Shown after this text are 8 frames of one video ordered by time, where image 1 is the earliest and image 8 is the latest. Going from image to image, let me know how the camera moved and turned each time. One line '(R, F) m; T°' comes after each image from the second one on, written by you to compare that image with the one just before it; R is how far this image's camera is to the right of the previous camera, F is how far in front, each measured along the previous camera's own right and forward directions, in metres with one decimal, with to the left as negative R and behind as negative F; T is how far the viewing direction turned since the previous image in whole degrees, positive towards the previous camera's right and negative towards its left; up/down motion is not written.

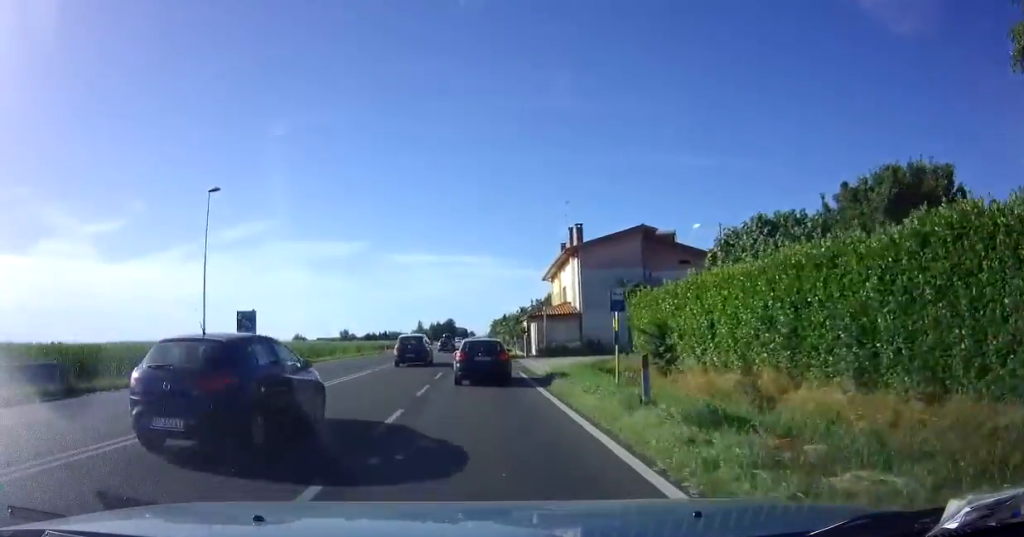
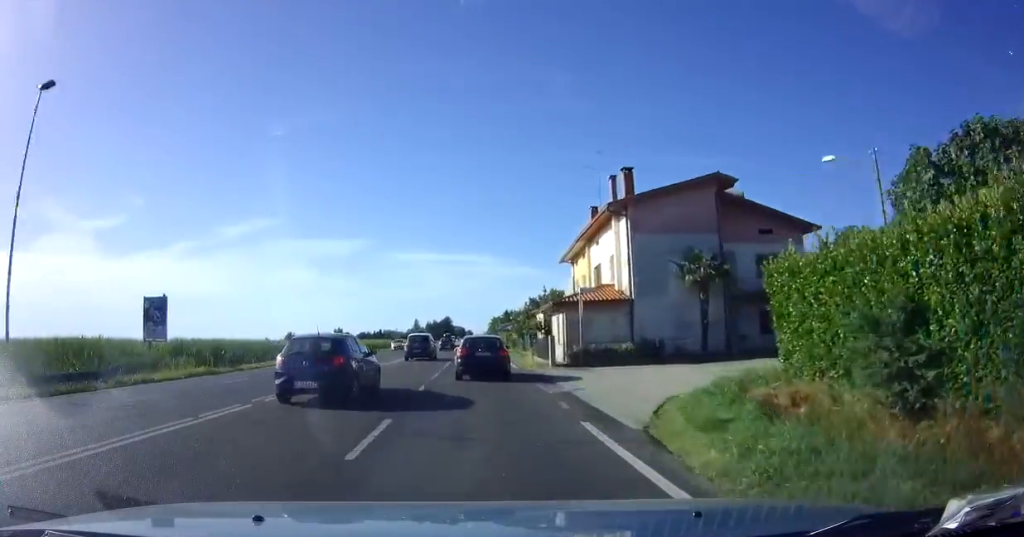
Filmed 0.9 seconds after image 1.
(+0.1, +13.2) m; 0°
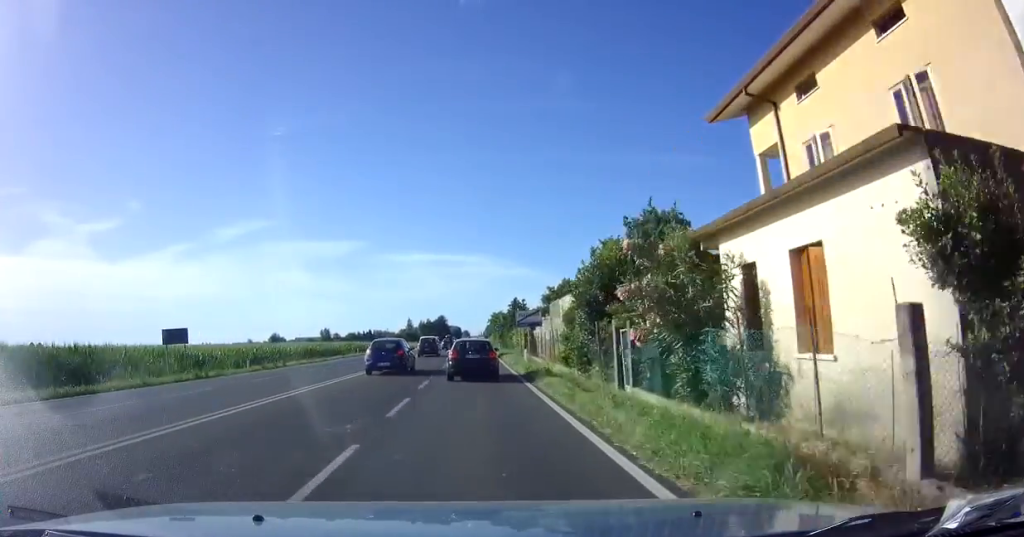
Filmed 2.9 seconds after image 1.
(+0.1, +31.1) m; 0°
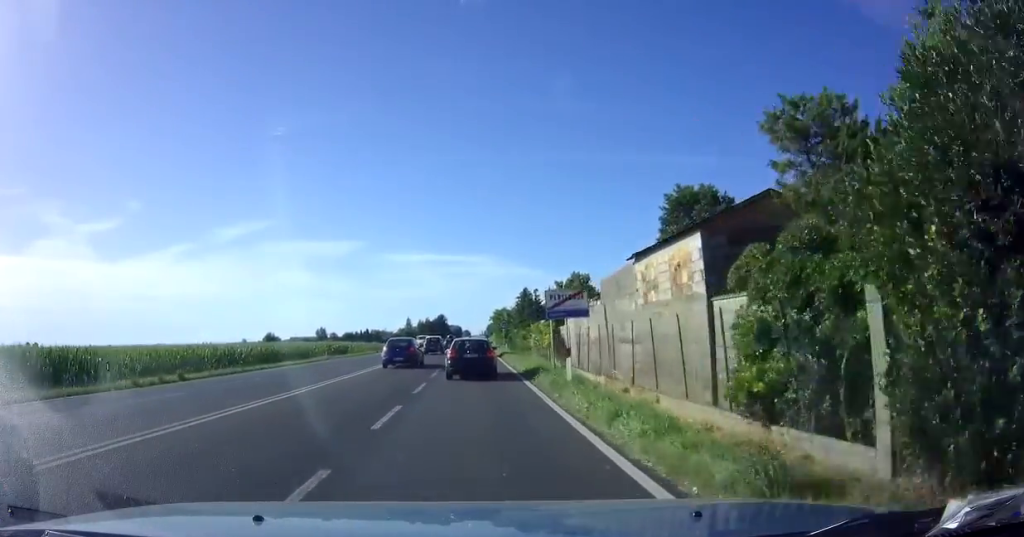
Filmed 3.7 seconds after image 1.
(0.0, +12.9) m; 0°
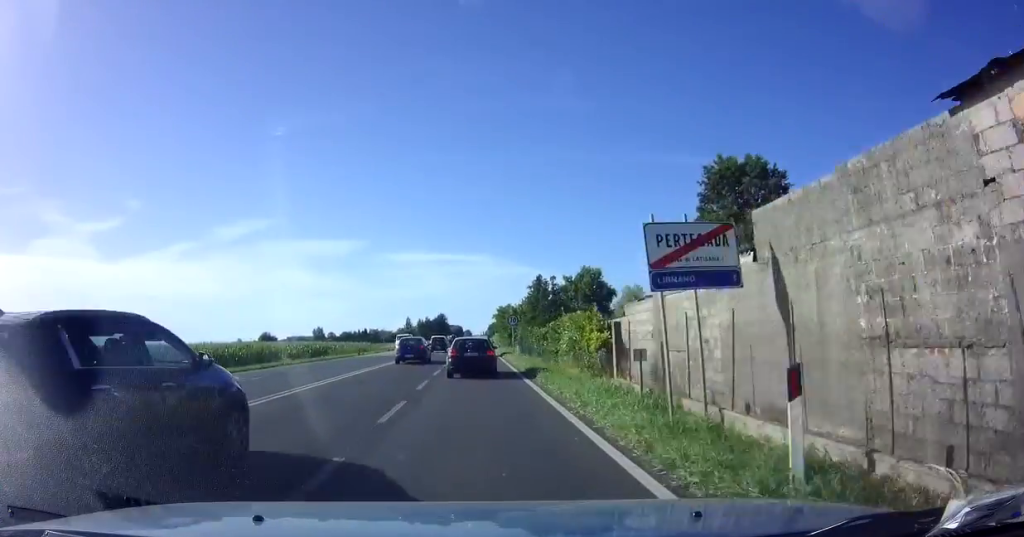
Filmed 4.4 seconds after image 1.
(-0.1, +10.8) m; 0°
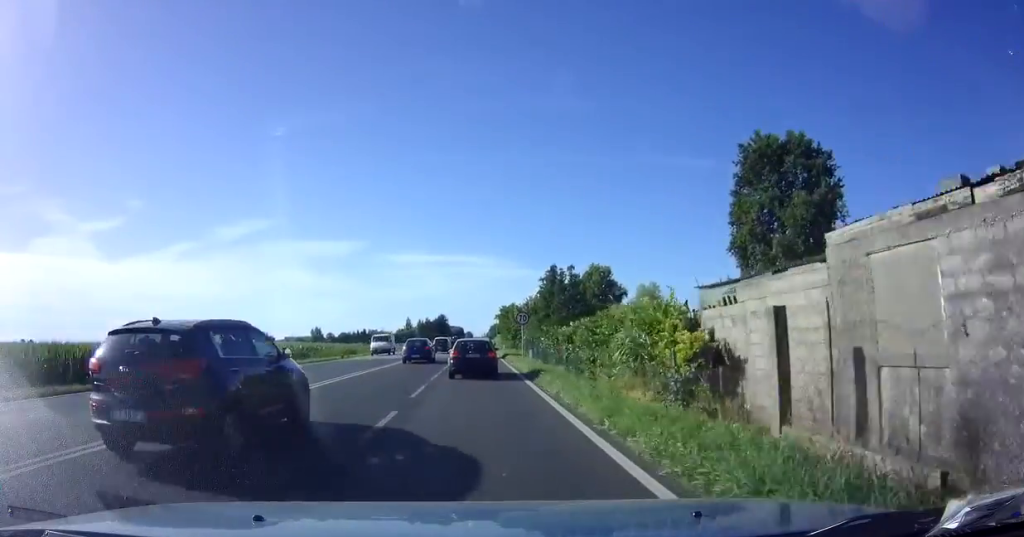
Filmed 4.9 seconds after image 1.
(0.0, +7.3) m; 0°
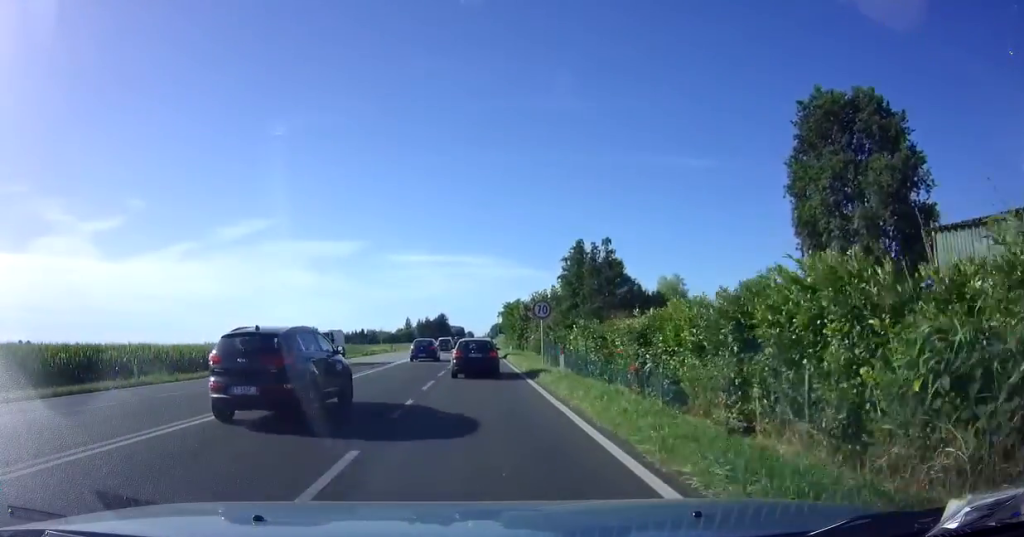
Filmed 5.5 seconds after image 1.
(+0.1, +9.4) m; 0°
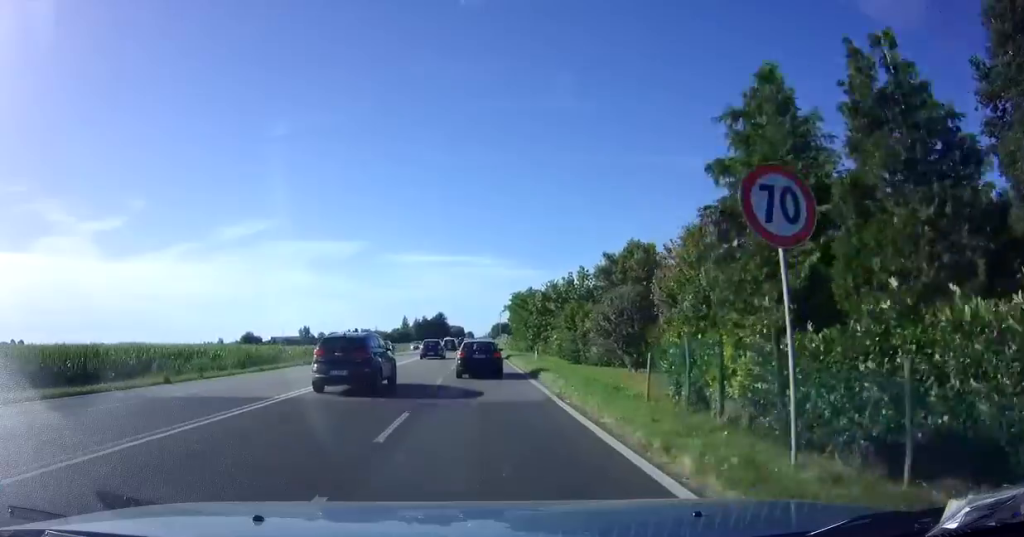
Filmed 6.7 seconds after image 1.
(-0.2, +19.6) m; 0°
